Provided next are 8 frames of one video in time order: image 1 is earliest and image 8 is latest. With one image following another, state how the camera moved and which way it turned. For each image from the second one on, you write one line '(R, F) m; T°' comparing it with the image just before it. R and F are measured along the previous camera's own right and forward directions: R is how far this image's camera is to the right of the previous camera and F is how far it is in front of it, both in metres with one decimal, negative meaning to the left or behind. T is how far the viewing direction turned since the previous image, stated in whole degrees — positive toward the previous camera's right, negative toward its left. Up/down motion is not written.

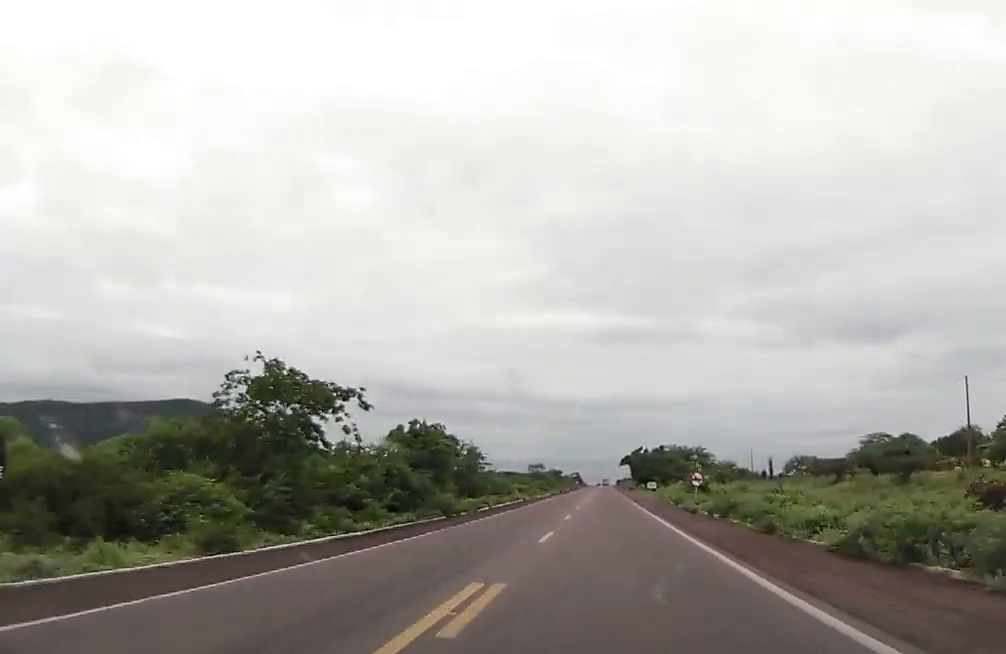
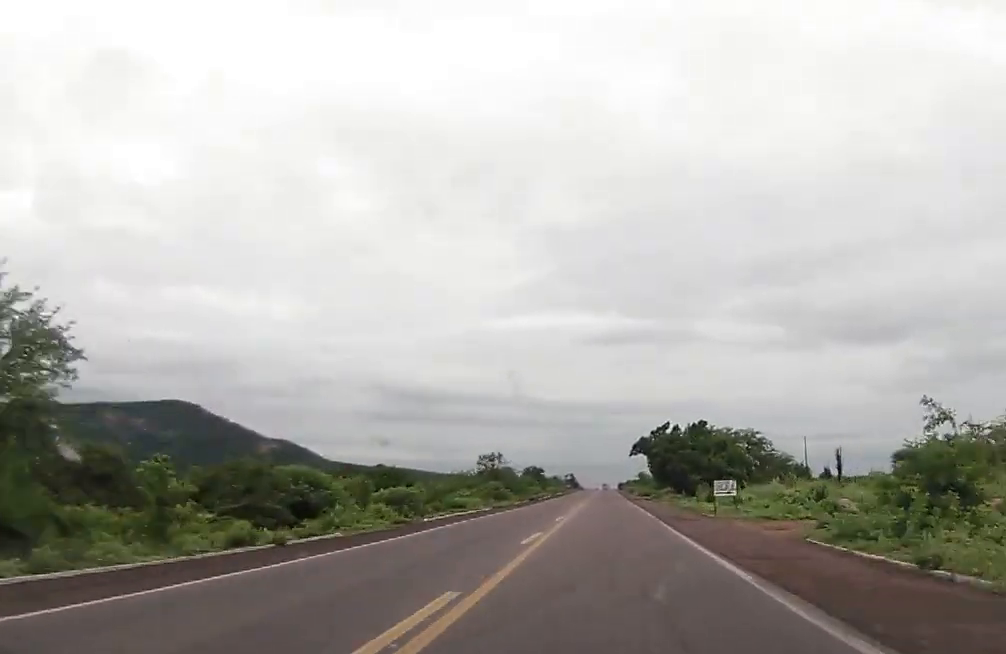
(+0.1, +61.6) m; 0°
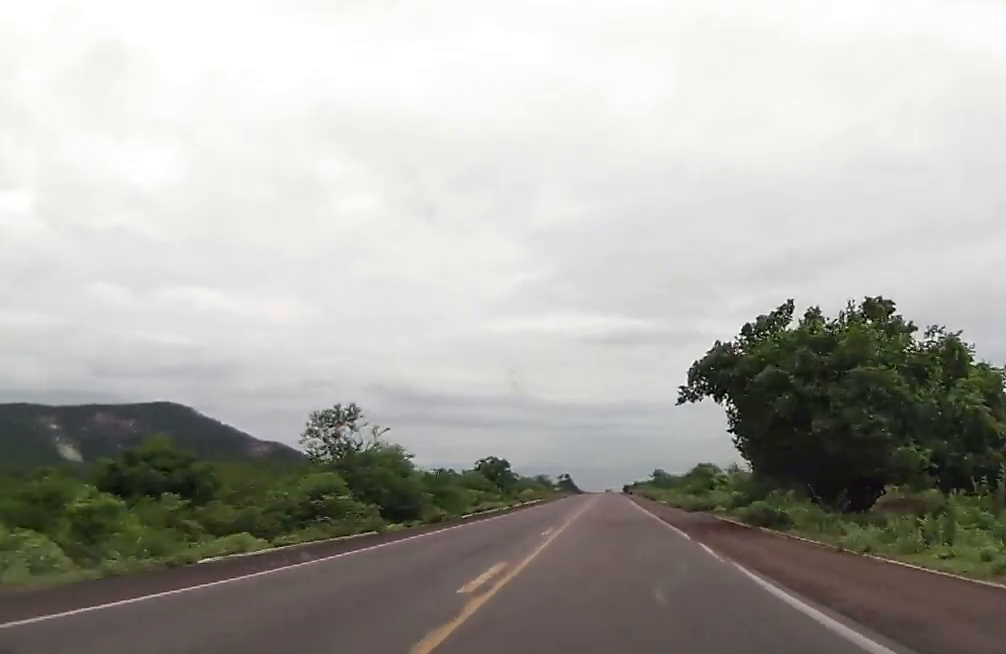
(+0.1, +56.0) m; 0°
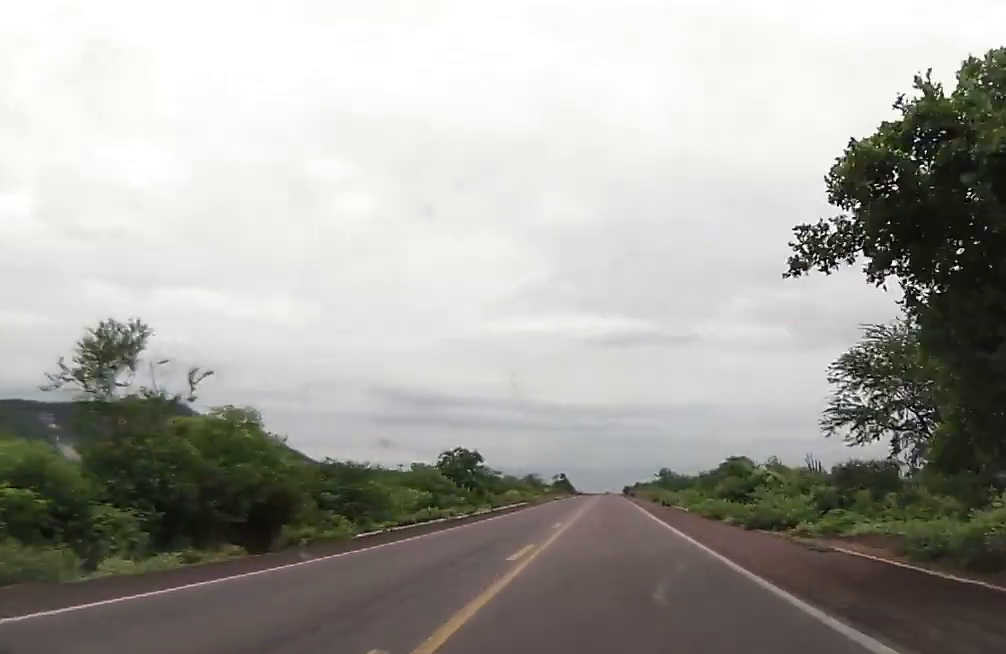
(0.0, +19.3) m; 0°
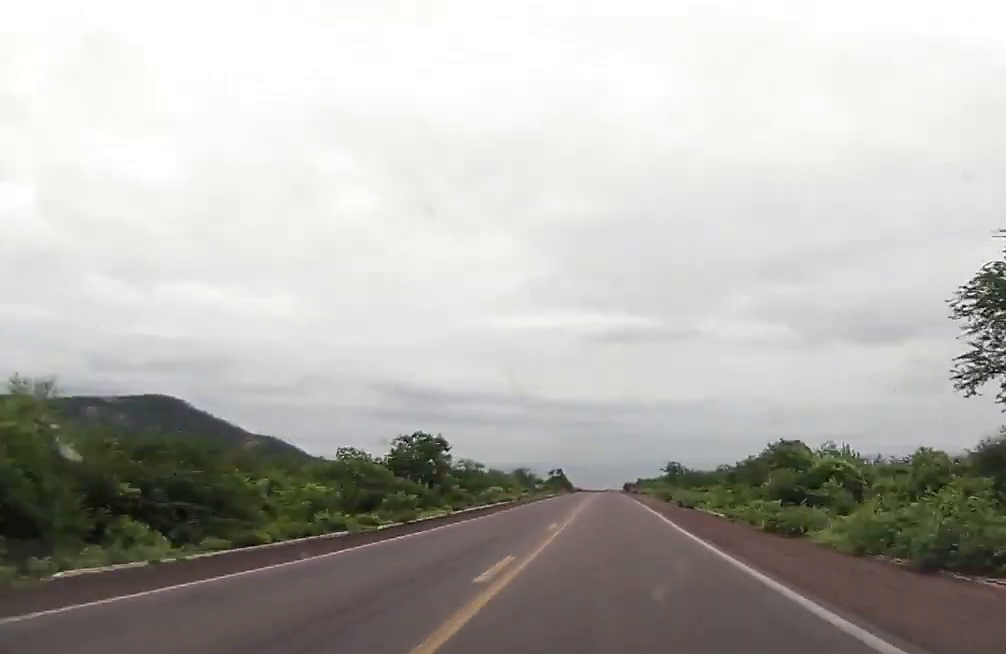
(0.0, +15.7) m; 0°
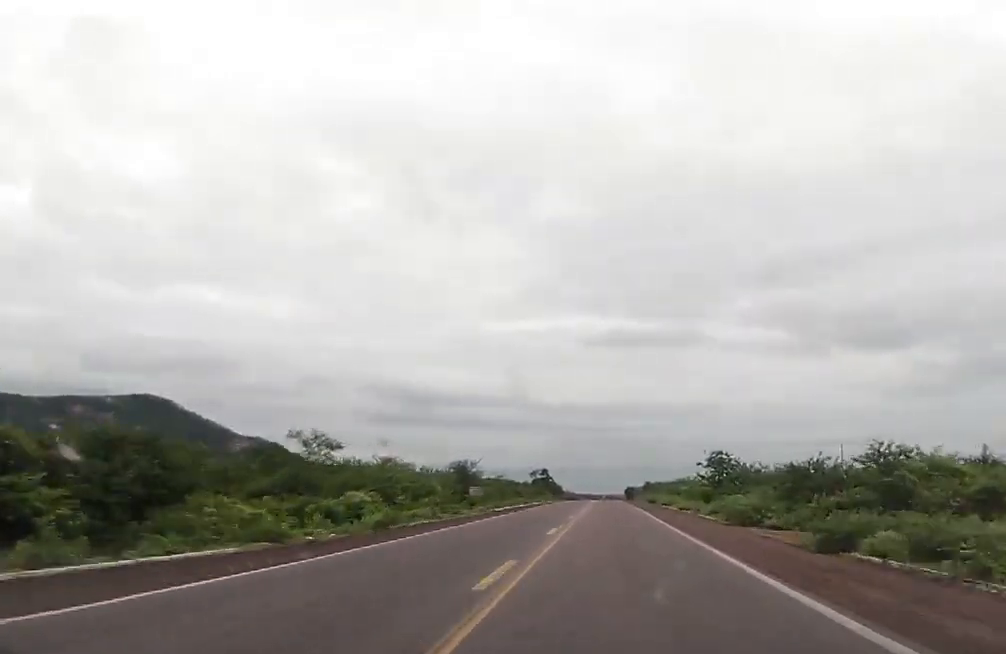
(0.0, +49.1) m; 0°
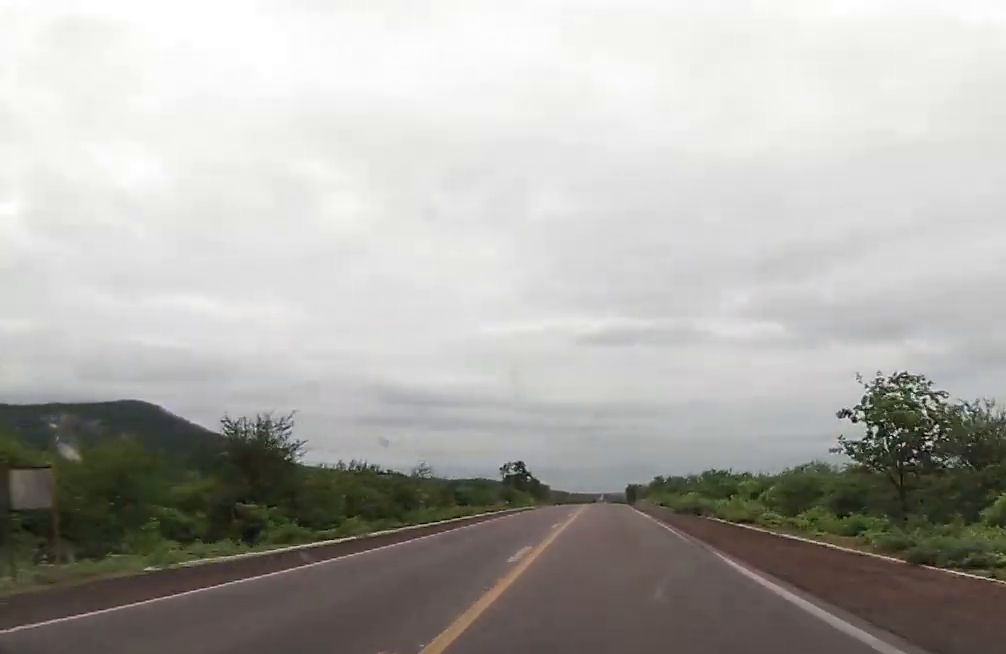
(0.0, +43.6) m; 0°
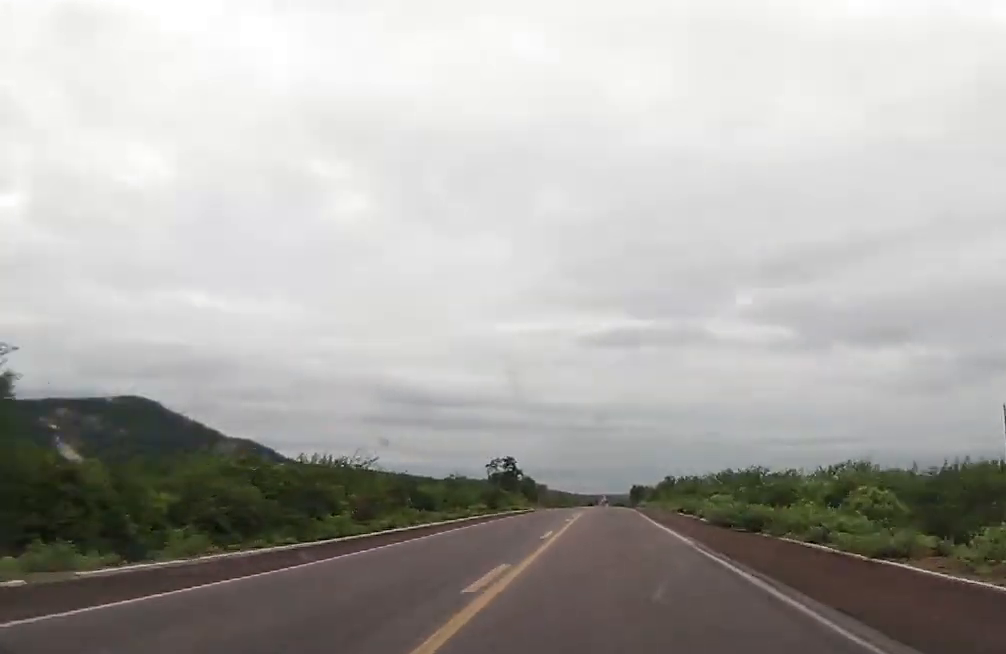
(0.0, +15.2) m; 0°
